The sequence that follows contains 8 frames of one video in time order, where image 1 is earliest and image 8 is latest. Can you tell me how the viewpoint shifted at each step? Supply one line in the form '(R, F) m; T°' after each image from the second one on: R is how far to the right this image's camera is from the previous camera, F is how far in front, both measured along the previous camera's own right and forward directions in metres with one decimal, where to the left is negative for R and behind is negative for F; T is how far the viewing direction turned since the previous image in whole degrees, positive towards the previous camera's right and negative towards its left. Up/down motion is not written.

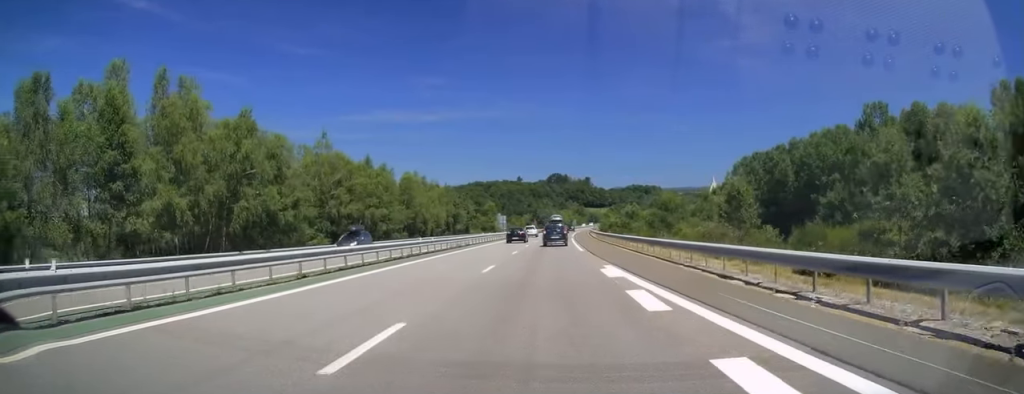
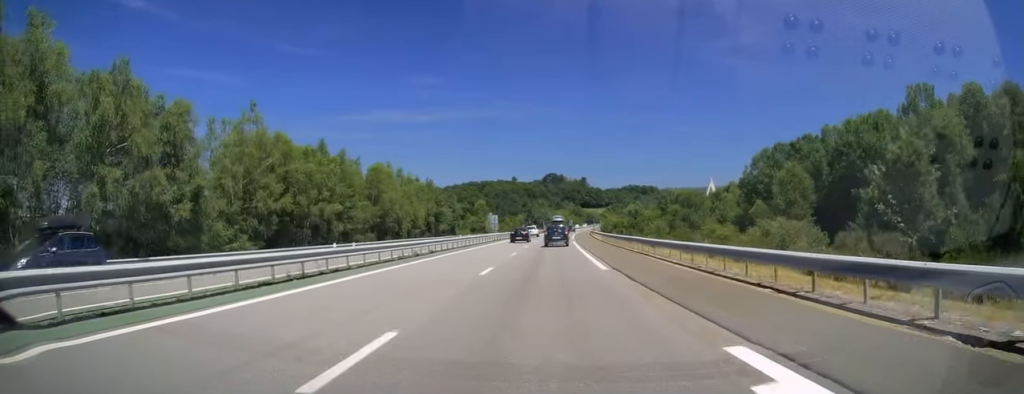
(-0.1, +13.9) m; 0°
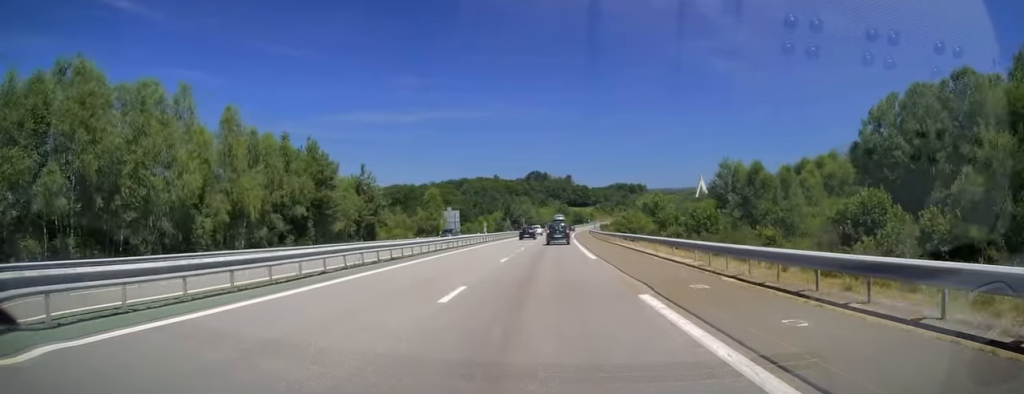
(+0.7, +46.1) m; +1°
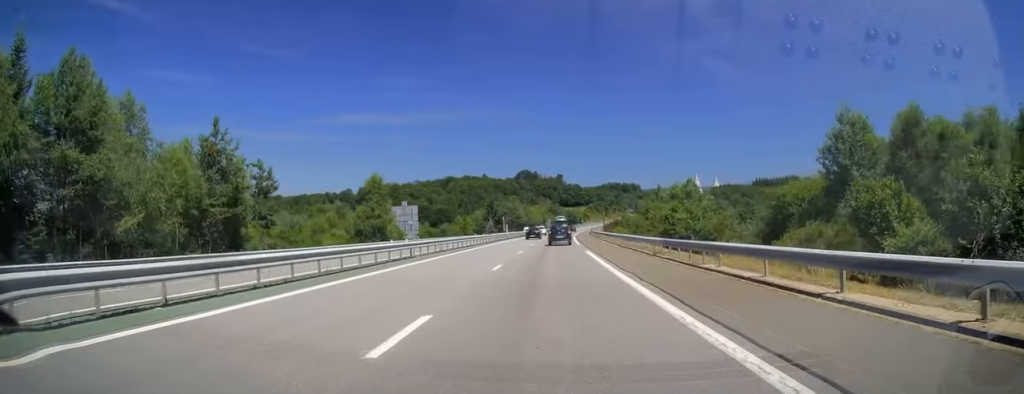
(+0.3, +30.7) m; +1°
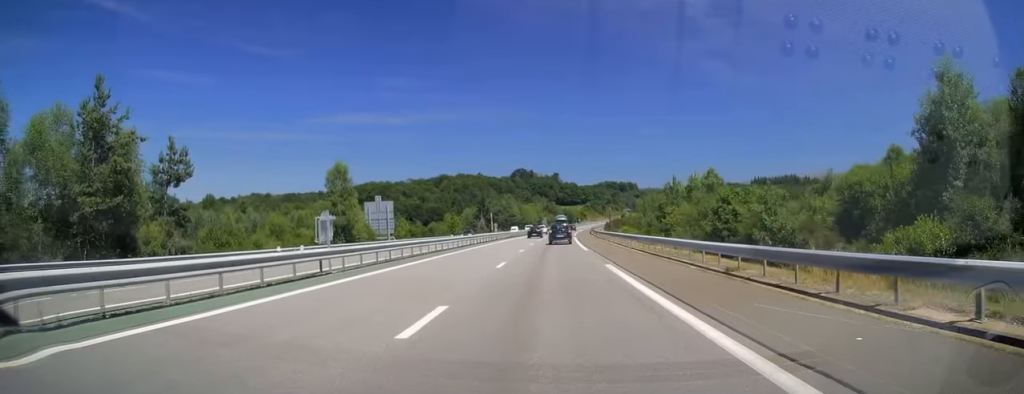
(+0.1, +11.9) m; 0°
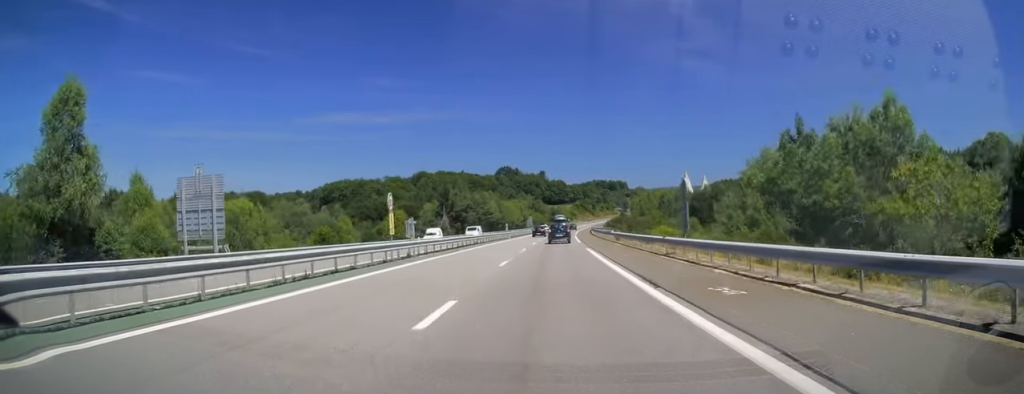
(+0.2, +38.7) m; +1°
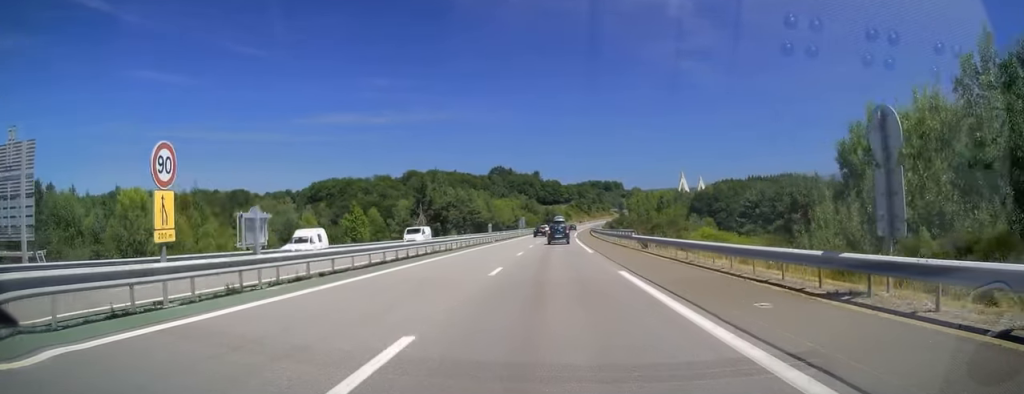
(+0.2, +16.4) m; 0°
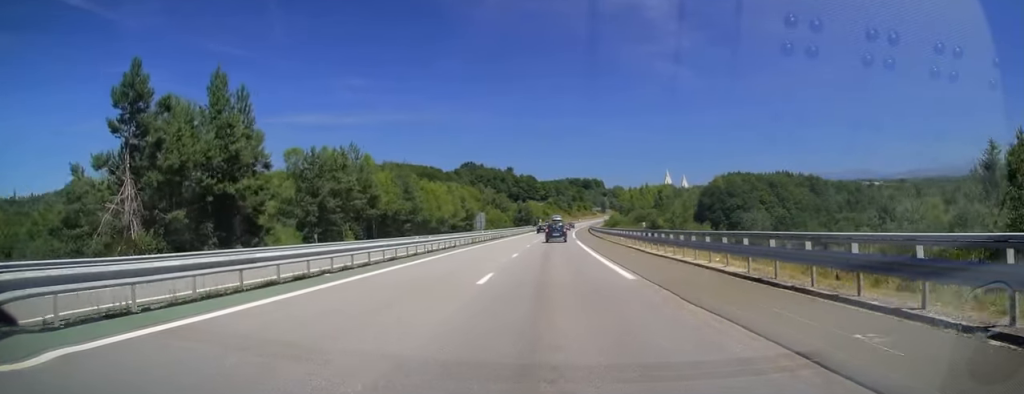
(+2.2, +67.9) m; +3°
